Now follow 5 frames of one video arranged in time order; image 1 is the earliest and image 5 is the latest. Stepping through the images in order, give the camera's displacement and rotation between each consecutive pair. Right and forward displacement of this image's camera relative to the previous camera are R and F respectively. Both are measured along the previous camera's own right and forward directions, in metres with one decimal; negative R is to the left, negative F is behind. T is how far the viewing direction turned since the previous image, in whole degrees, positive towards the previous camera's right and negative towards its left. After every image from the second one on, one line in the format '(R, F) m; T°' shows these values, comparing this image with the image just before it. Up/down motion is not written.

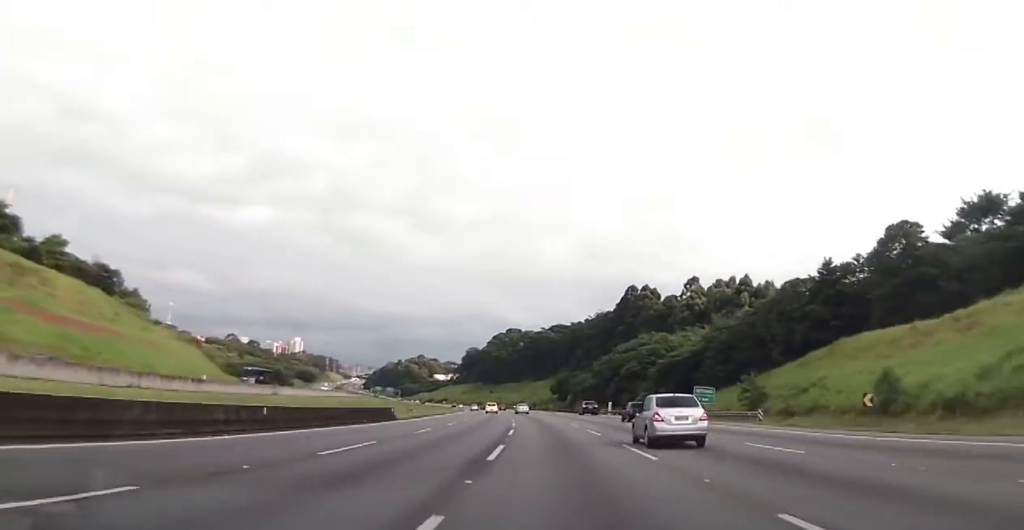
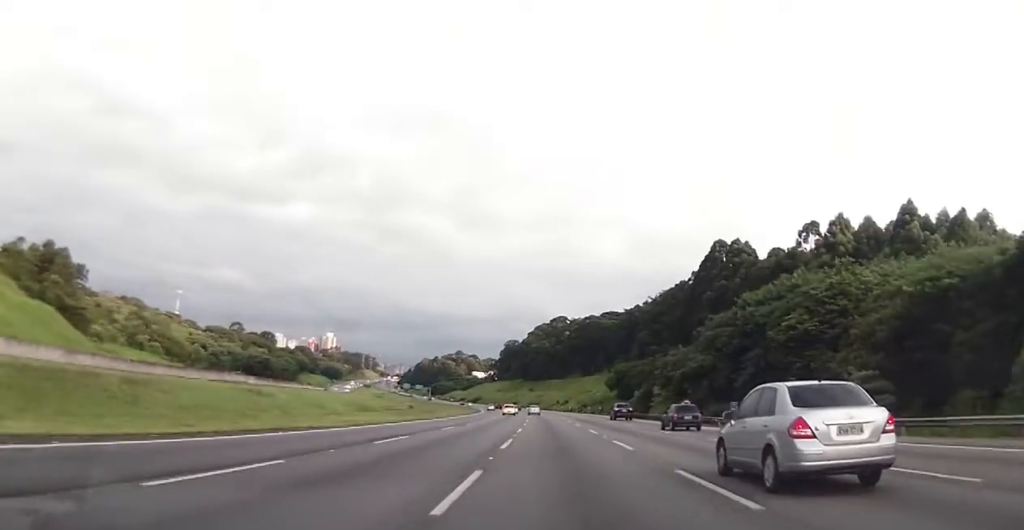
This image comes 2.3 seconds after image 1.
(-1.8, +69.7) m; -3°
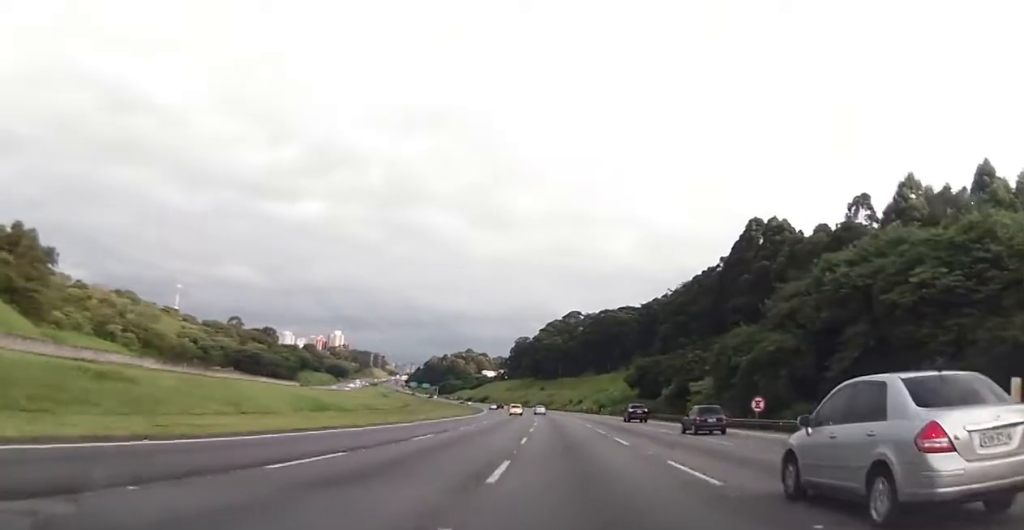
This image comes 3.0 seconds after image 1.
(0.0, +21.4) m; -1°
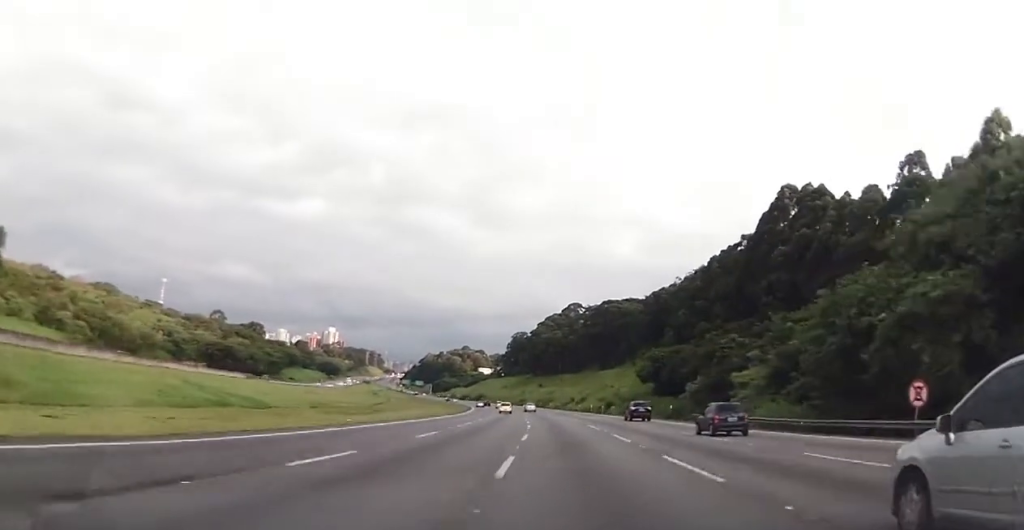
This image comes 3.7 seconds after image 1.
(-0.5, +23.7) m; -1°
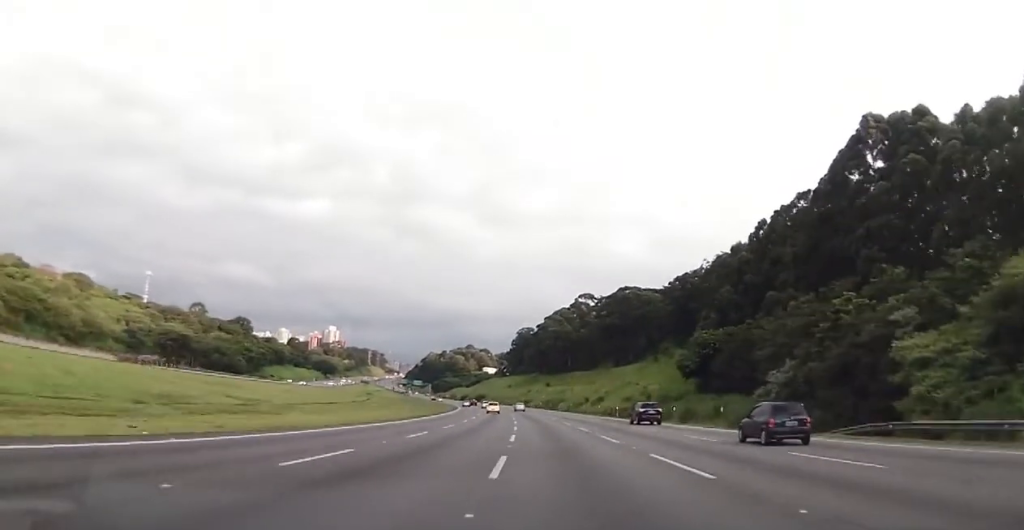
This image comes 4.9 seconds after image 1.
(-0.5, +36.5) m; -1°
